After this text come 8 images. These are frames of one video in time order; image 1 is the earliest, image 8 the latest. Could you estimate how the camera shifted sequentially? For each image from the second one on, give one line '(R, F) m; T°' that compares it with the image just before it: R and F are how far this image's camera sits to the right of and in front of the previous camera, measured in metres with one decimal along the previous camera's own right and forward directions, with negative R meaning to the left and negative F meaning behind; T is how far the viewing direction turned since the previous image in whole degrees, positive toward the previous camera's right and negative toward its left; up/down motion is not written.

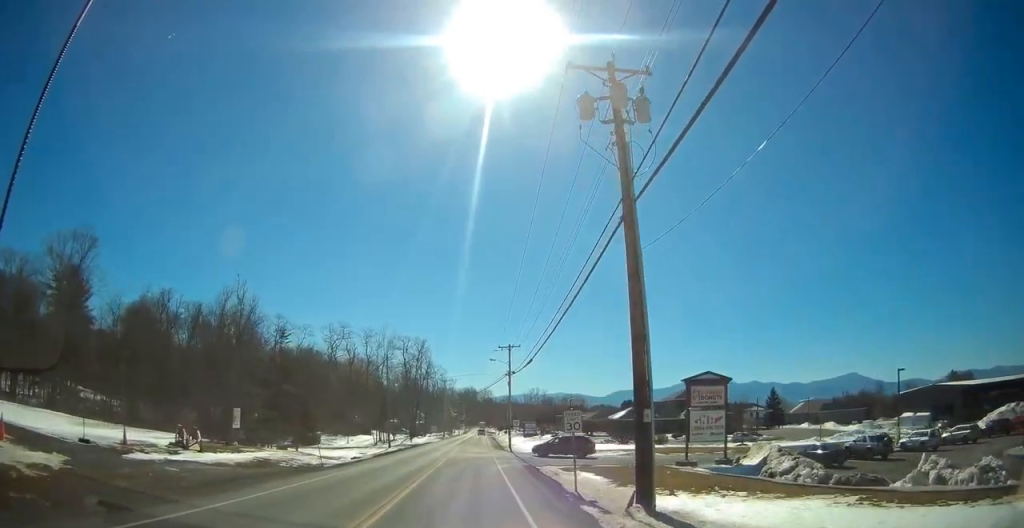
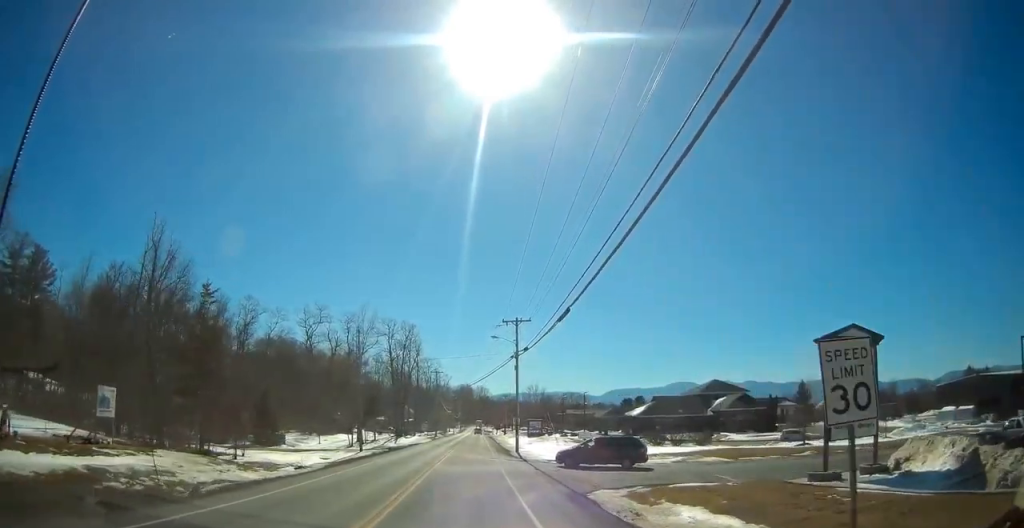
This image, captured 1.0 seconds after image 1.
(-0.2, +14.6) m; 0°
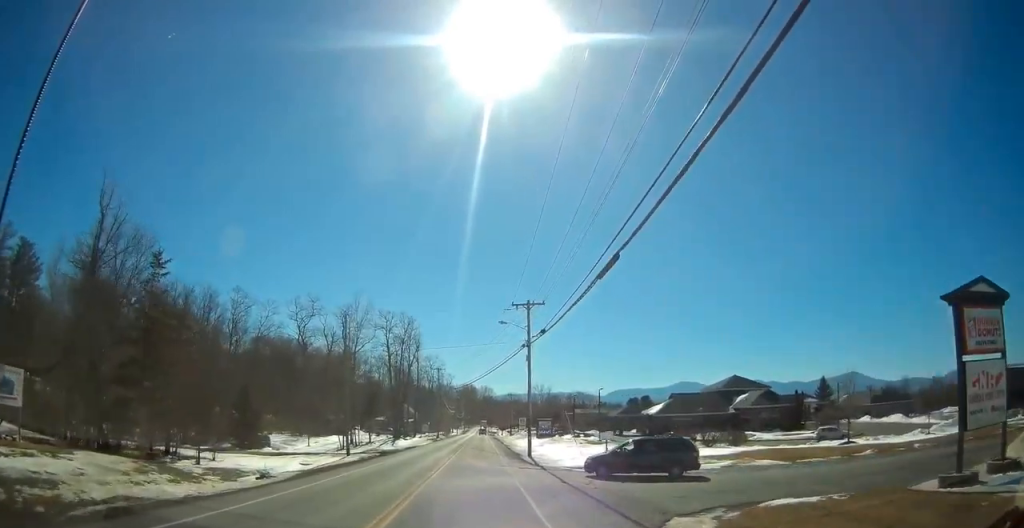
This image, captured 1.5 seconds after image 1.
(0.0, +6.8) m; 0°
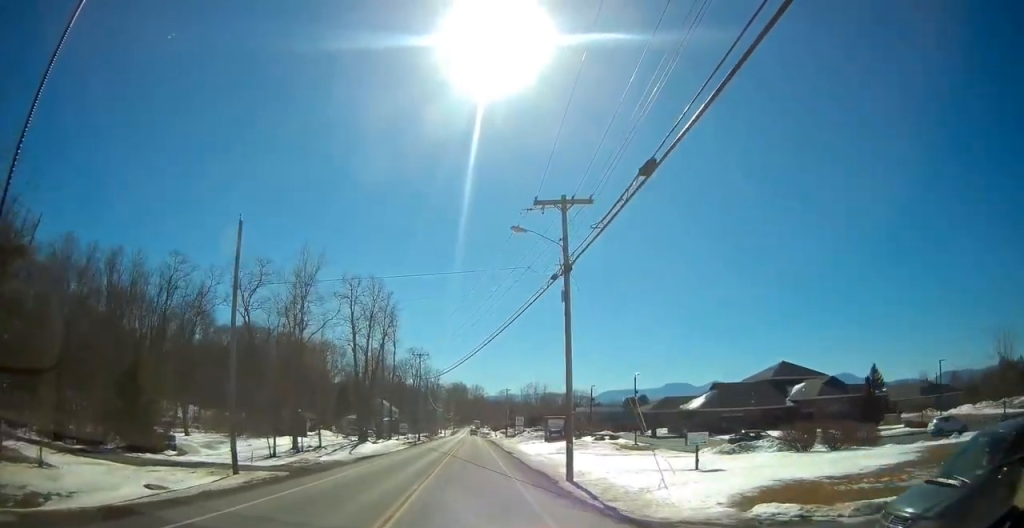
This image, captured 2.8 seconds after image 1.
(0.0, +19.5) m; 0°
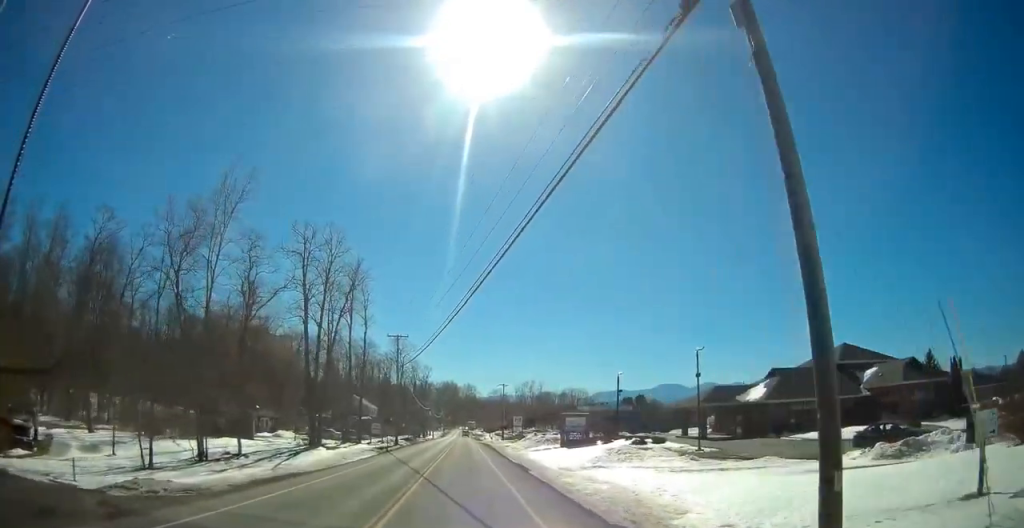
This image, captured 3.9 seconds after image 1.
(+0.2, +16.7) m; +1°
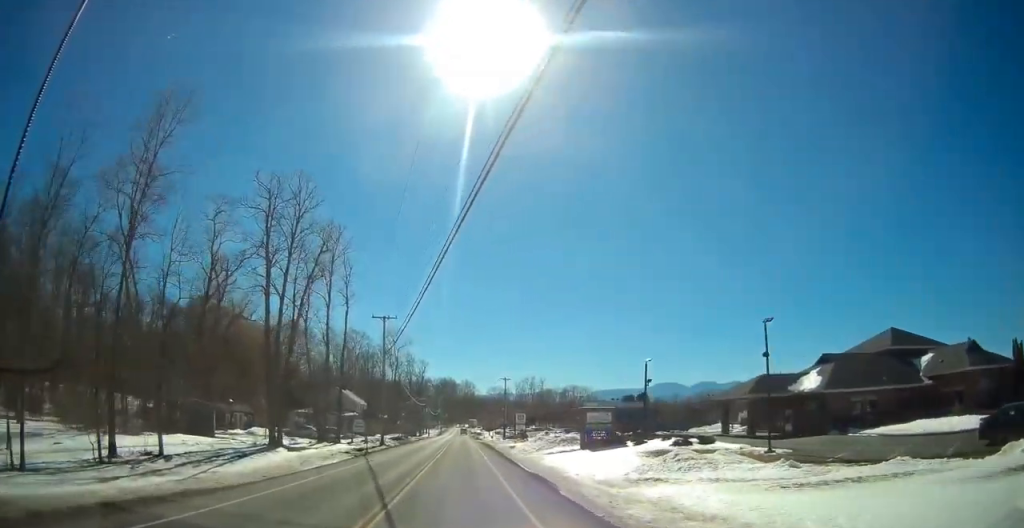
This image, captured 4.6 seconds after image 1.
(0.0, +9.5) m; 0°
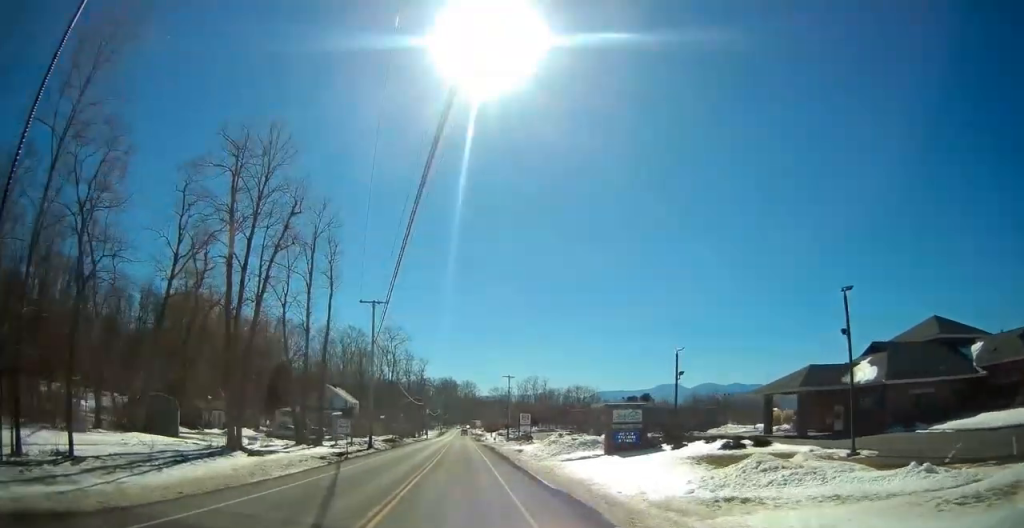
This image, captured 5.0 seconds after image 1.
(0.0, +7.0) m; 0°
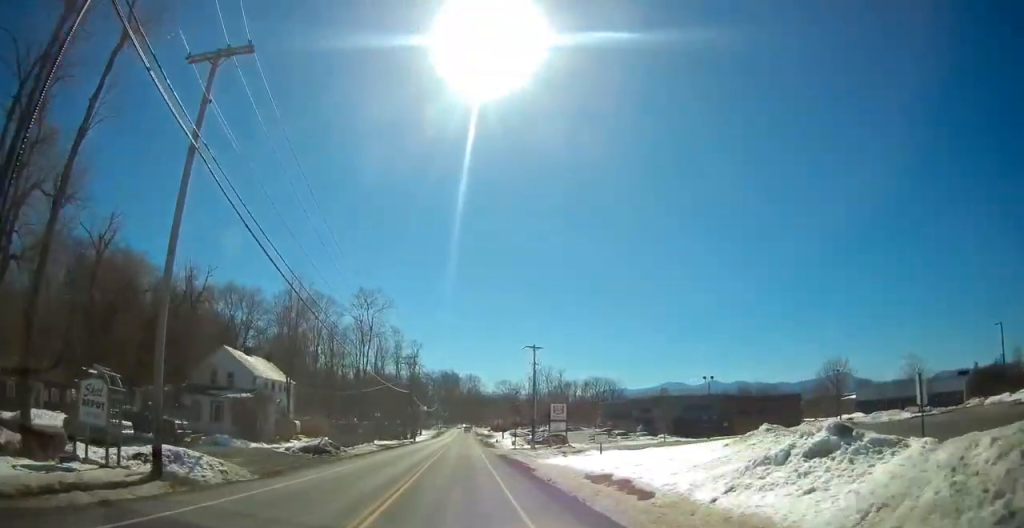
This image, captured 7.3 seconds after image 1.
(0.0, +33.6) m; 0°
